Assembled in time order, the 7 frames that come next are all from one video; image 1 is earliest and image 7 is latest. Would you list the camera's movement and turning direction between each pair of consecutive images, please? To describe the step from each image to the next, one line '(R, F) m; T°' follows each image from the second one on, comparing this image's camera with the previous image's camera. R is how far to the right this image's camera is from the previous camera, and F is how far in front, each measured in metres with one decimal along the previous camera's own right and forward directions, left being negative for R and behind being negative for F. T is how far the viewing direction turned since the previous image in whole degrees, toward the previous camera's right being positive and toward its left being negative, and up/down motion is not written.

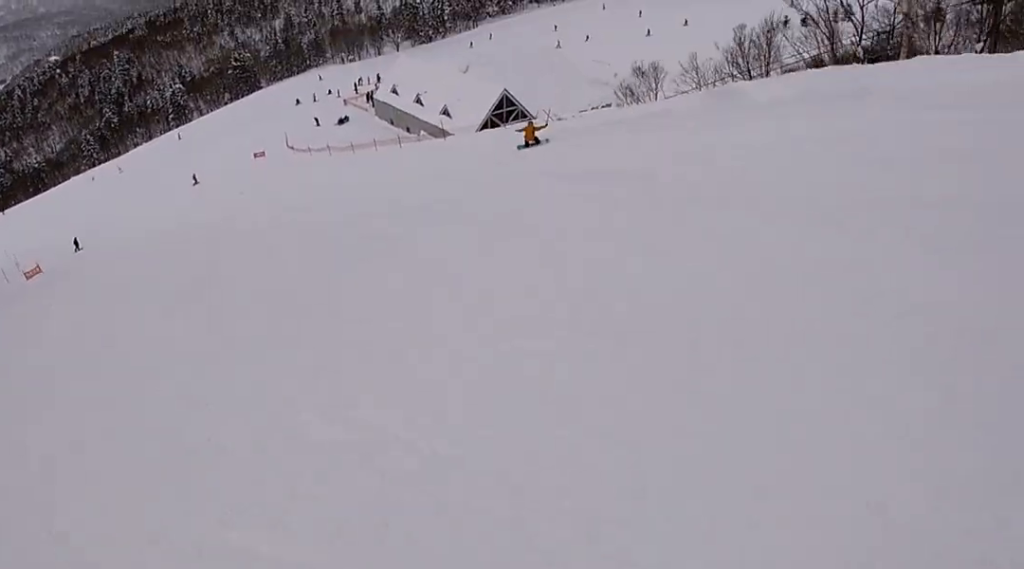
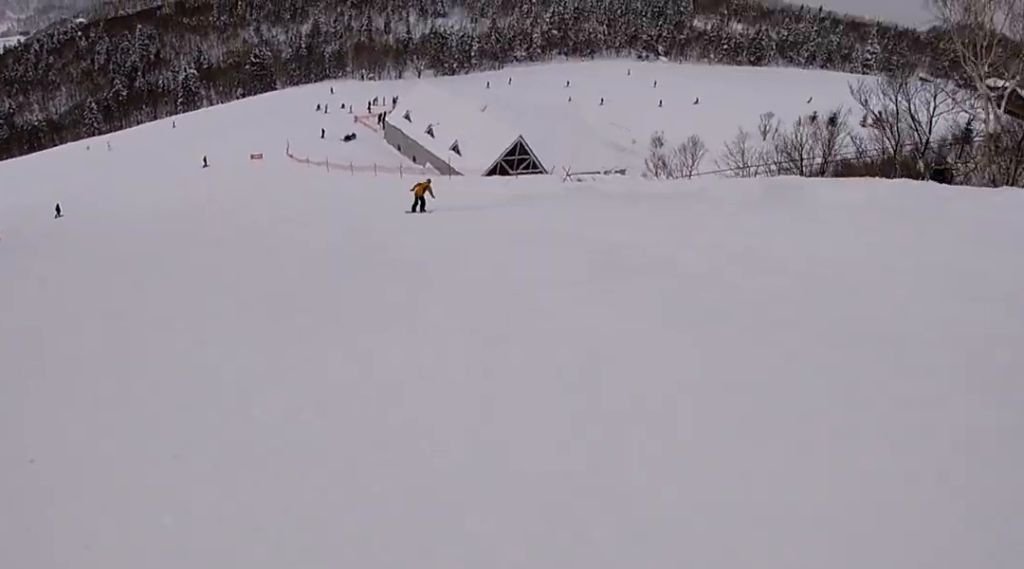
(0.0, +4.7) m; -5°
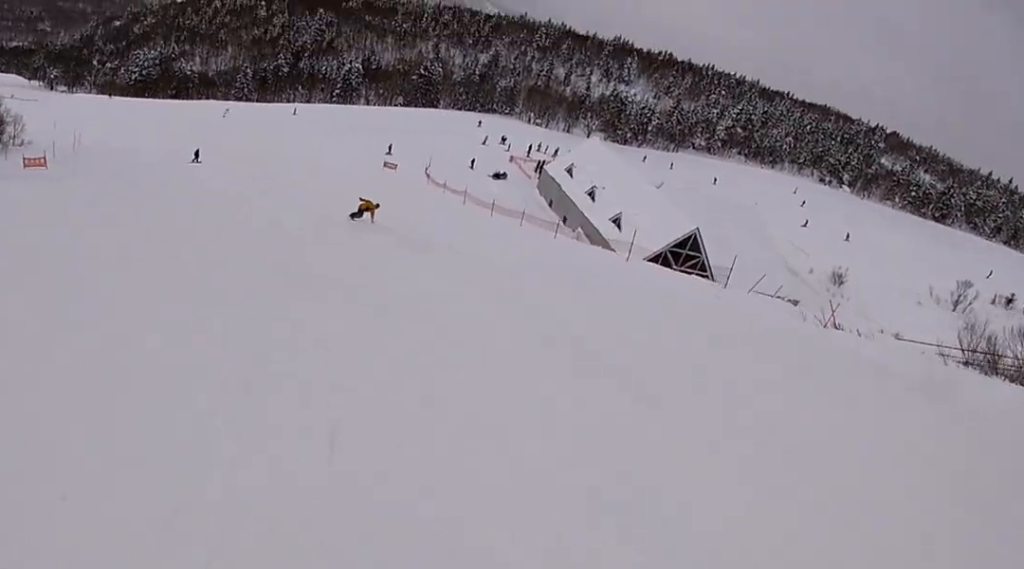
(-1.6, +13.1) m; -17°
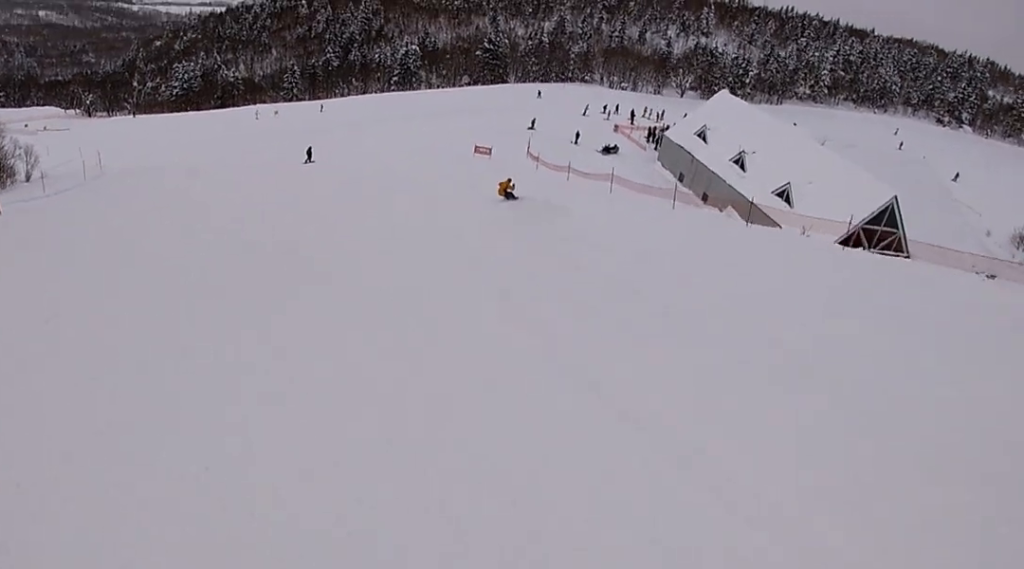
(-2.2, +15.3) m; -9°
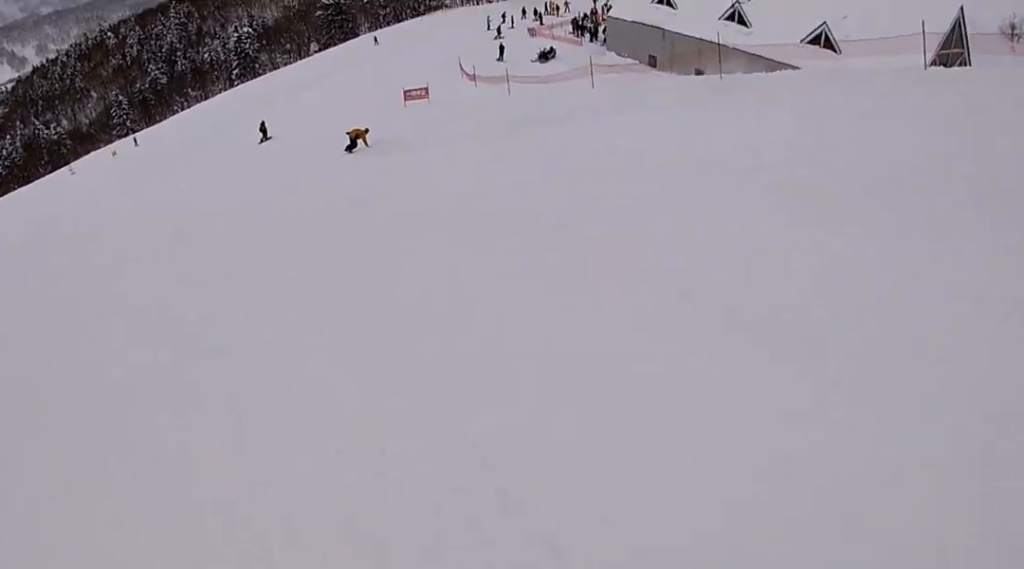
(+1.2, +18.2) m; +11°
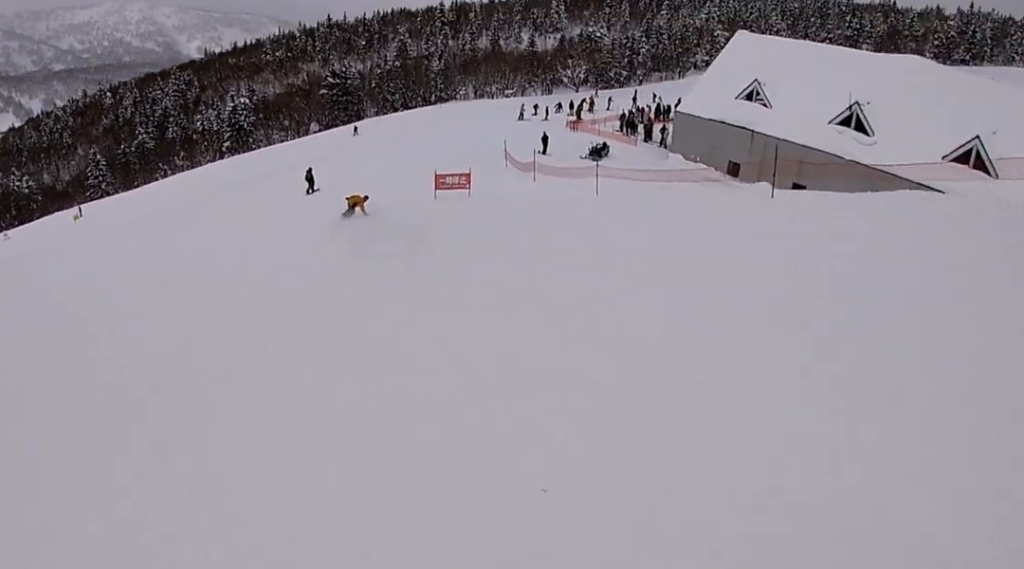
(+1.2, +13.3) m; +10°
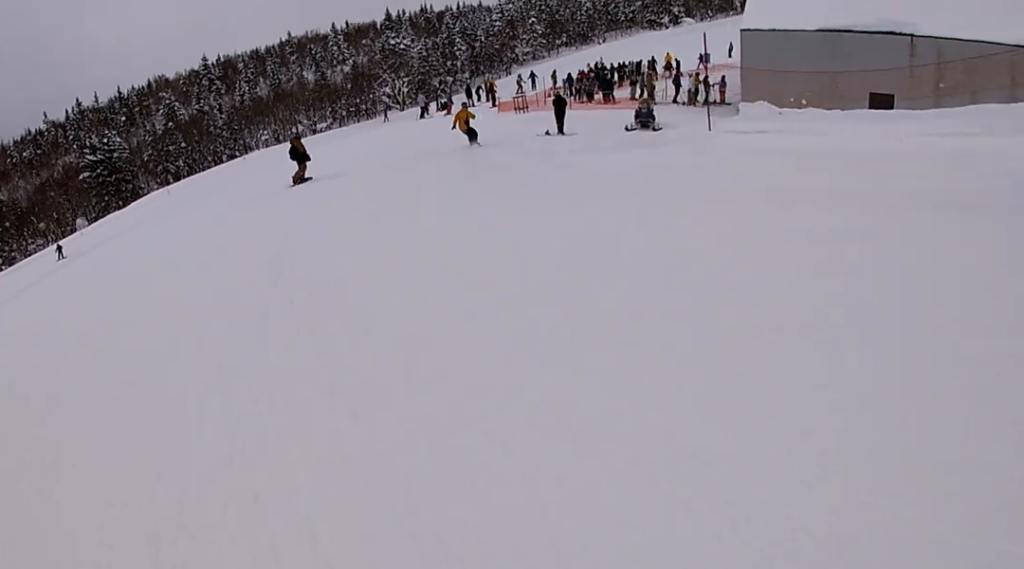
(+2.2, +24.8) m; +7°
